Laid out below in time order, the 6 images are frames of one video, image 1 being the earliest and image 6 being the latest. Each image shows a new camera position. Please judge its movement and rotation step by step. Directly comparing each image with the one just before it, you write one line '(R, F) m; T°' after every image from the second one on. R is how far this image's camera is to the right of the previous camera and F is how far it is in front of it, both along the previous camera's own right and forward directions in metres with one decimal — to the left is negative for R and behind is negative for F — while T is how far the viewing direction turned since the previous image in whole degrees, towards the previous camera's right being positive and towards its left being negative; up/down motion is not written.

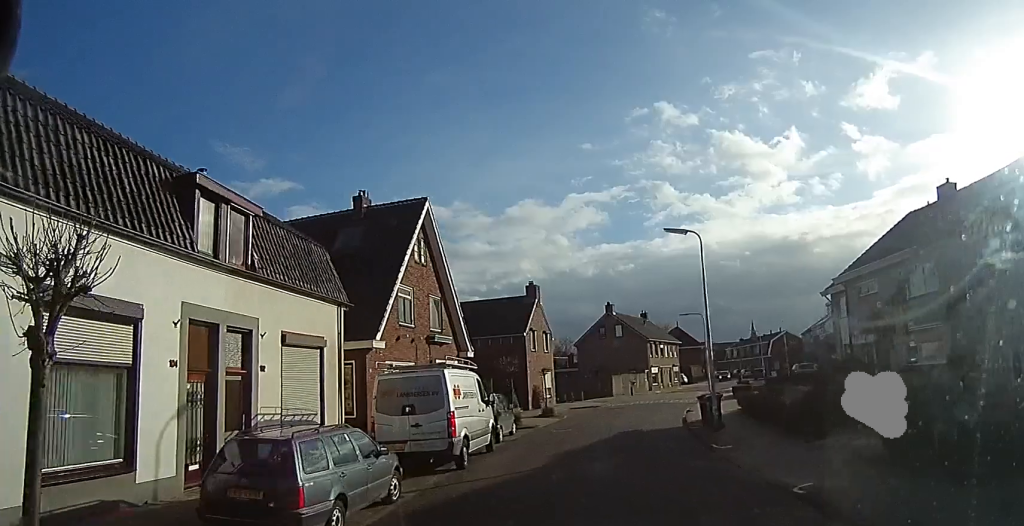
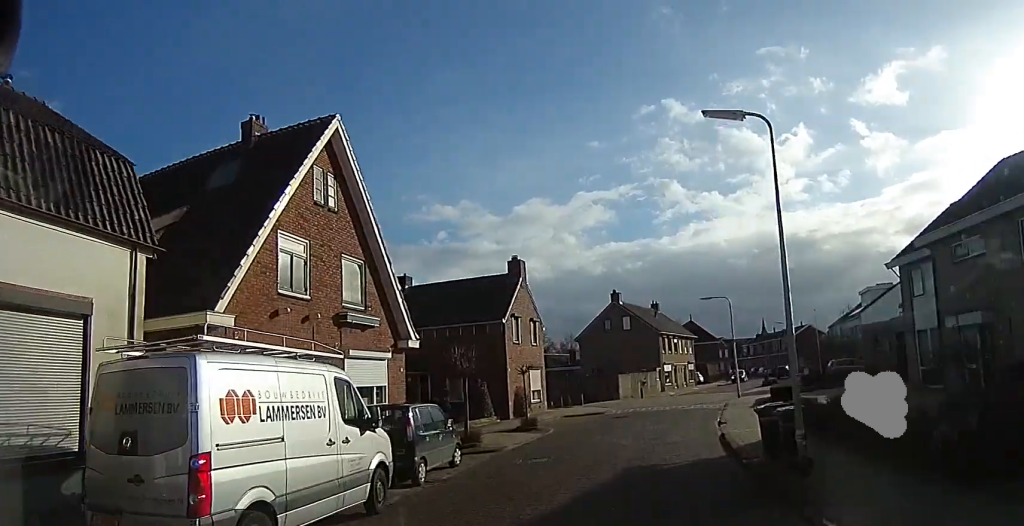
(-0.1, +7.6) m; -3°
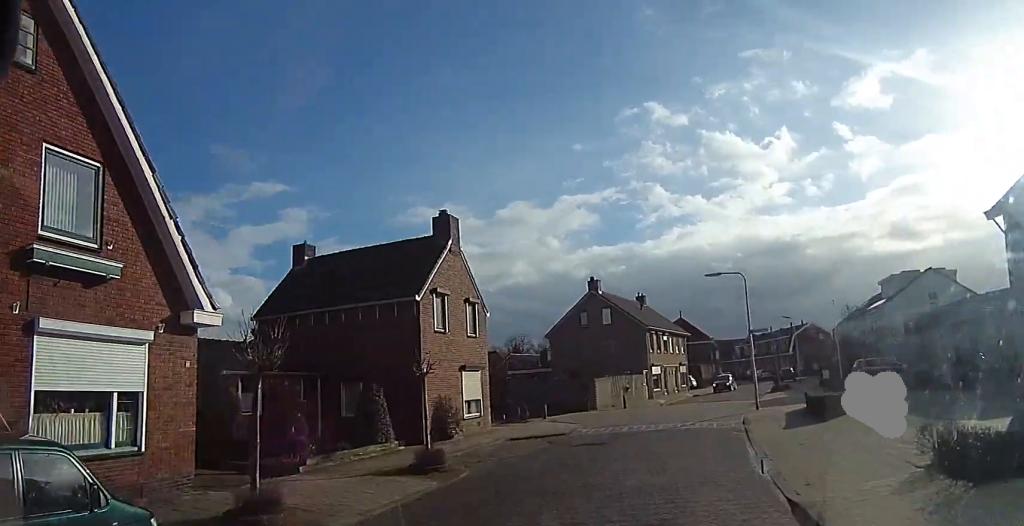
(-0.6, +9.1) m; +1°
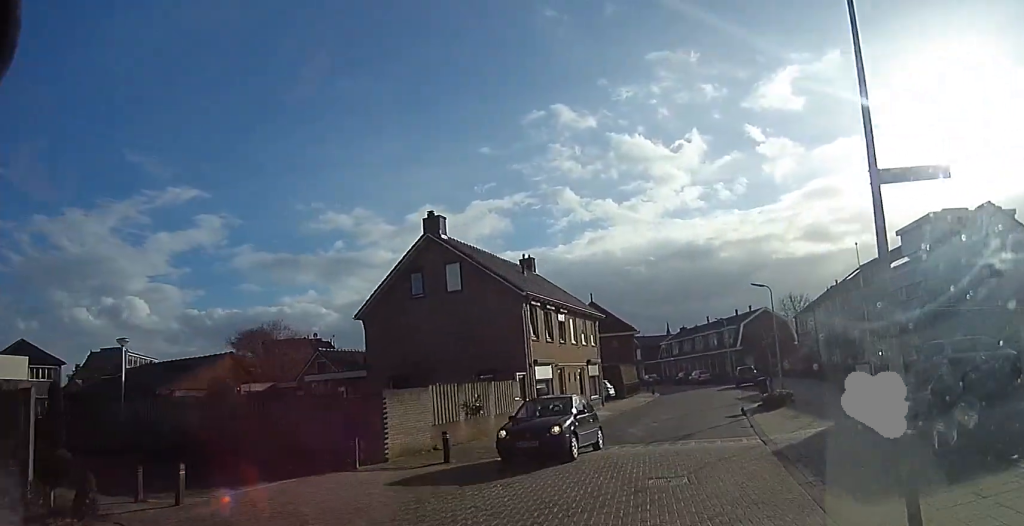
(+2.8, +20.8) m; +10°
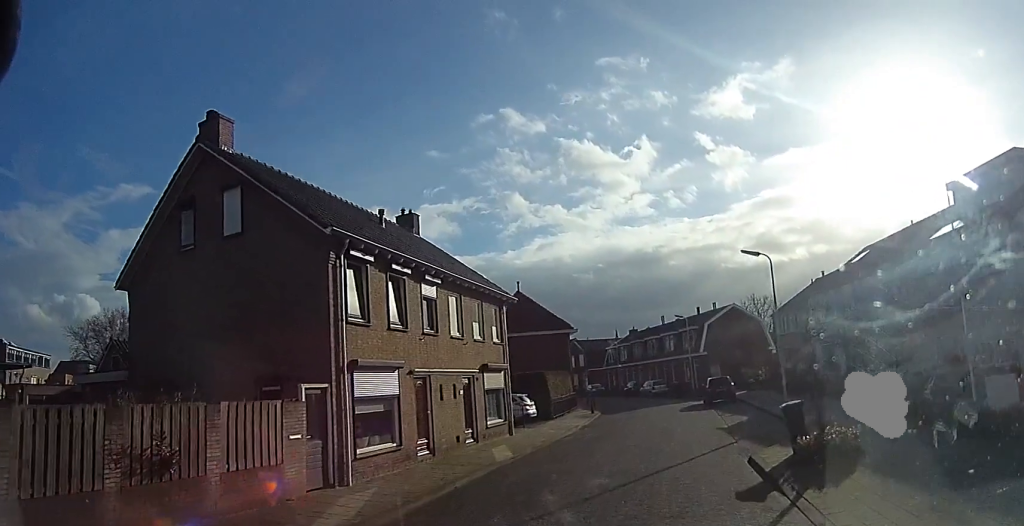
(0.0, +12.5) m; 0°
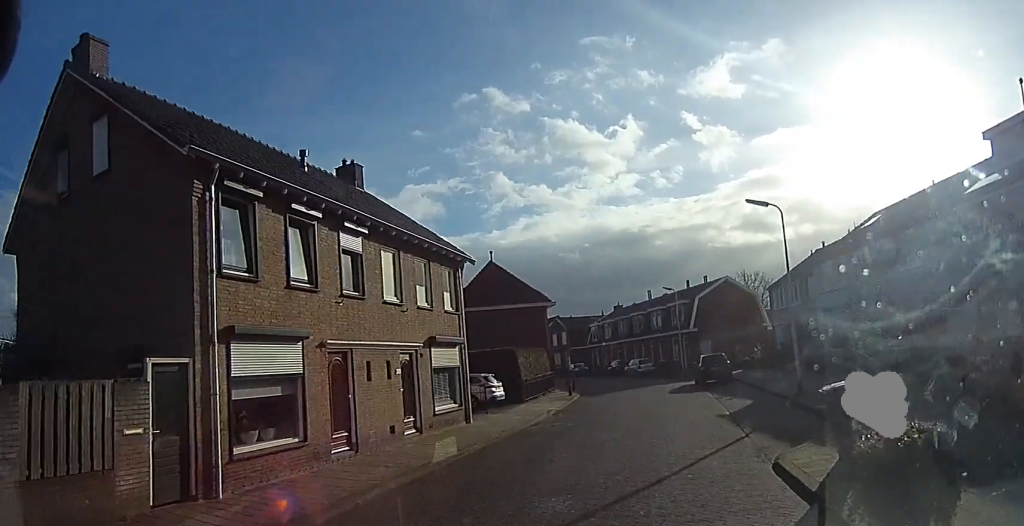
(0.0, +3.9) m; +1°
